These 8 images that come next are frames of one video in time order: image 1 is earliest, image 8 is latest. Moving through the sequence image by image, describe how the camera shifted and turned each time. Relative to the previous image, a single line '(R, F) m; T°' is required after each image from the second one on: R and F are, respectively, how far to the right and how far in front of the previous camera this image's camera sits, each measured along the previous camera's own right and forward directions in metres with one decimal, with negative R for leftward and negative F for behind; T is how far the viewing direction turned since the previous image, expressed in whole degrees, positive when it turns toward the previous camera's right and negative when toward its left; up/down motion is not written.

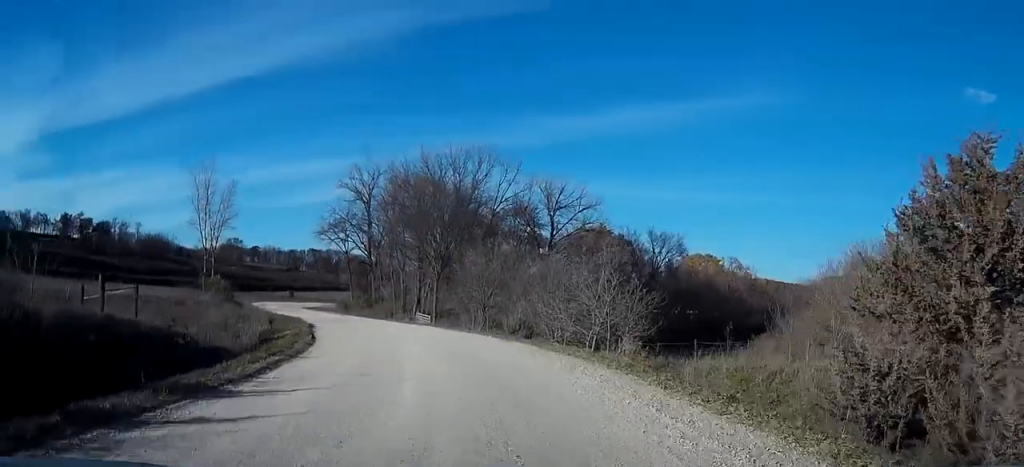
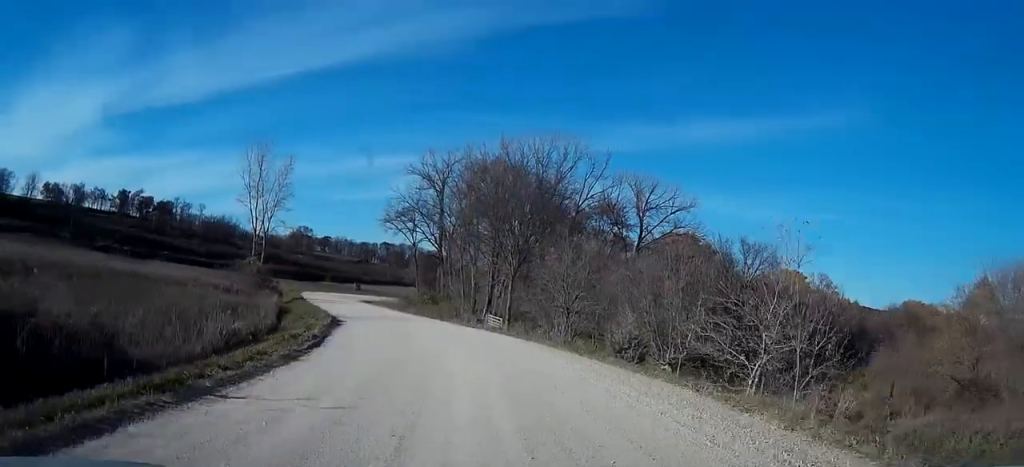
(-0.5, +11.5) m; -4°
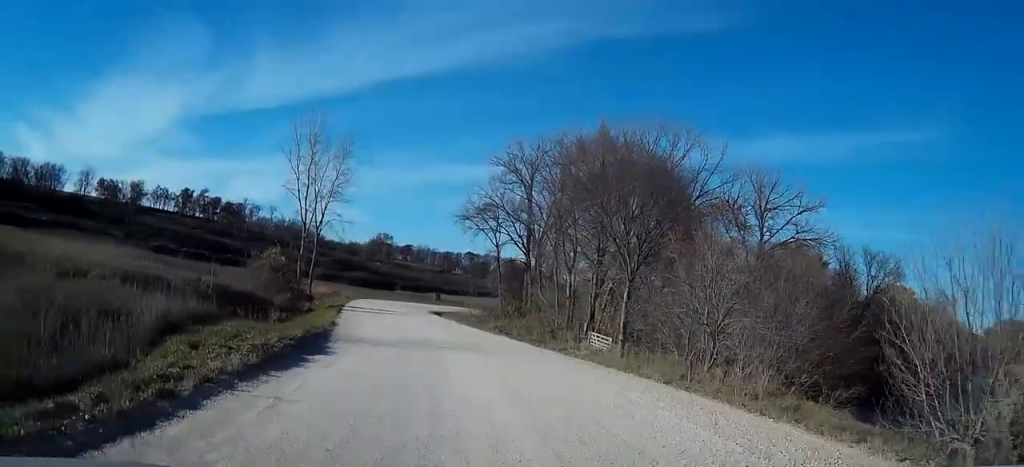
(-0.7, +18.5) m; -6°
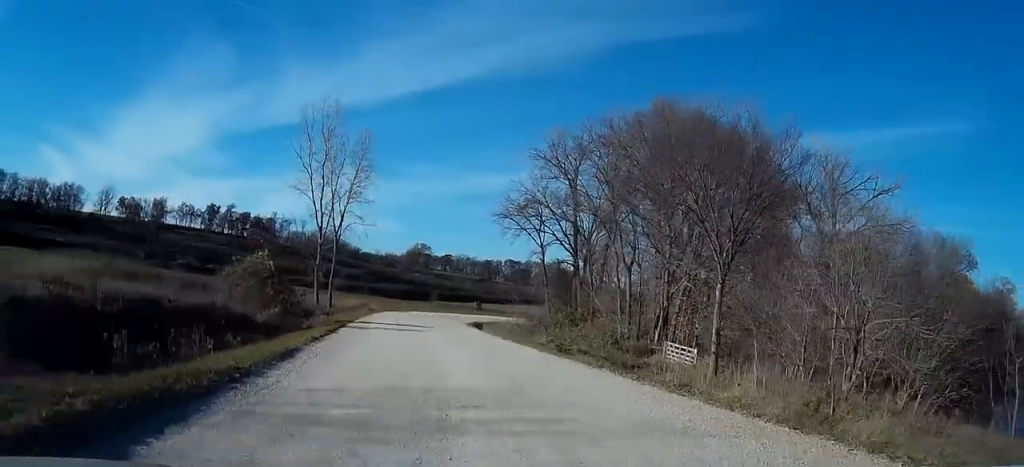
(-0.6, +11.9) m; -5°
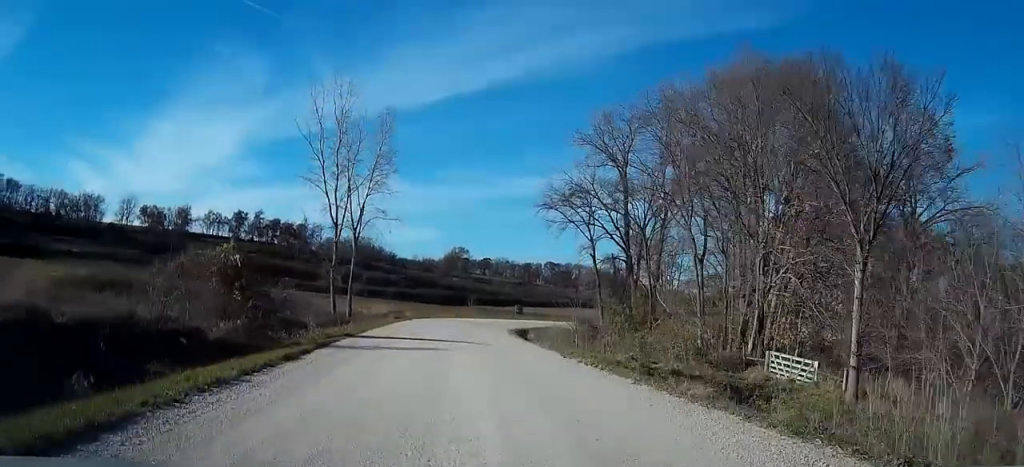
(-0.6, +11.5) m; -3°
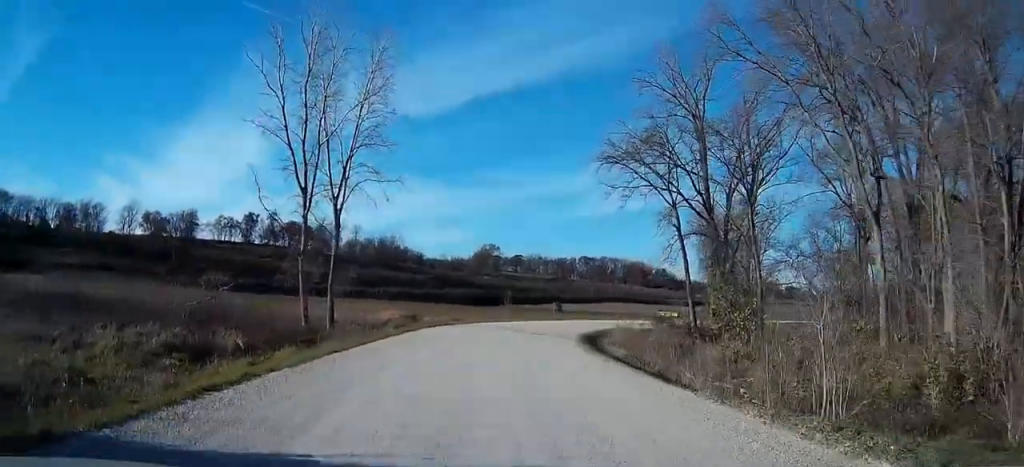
(-0.4, +23.8) m; 0°
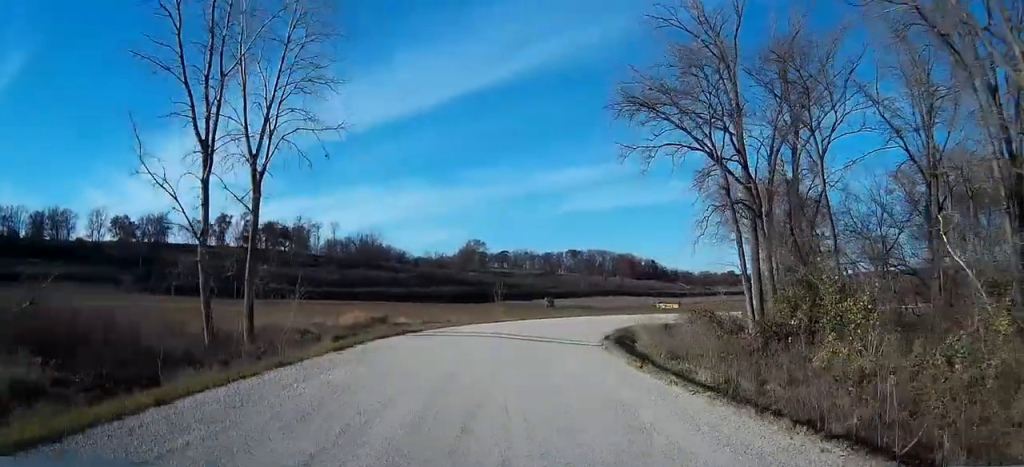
(+0.3, +15.3) m; +2°
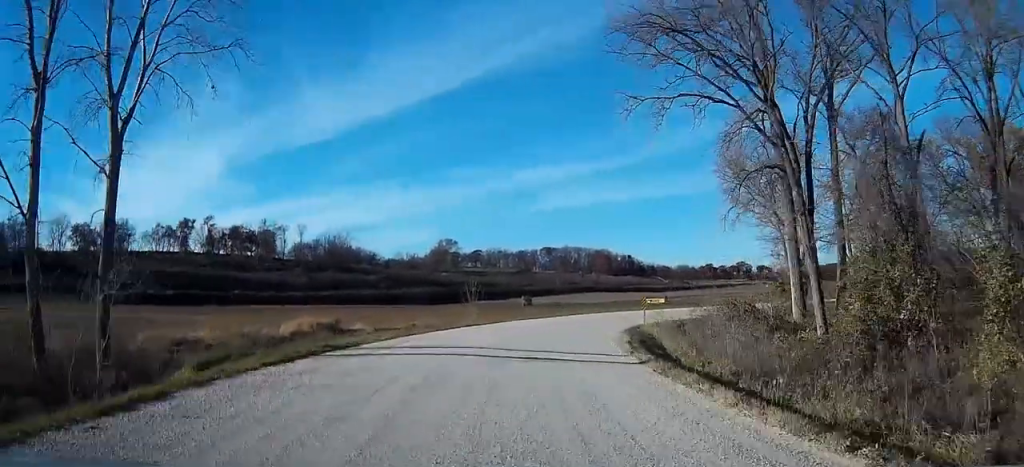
(+0.2, +12.1) m; +2°
